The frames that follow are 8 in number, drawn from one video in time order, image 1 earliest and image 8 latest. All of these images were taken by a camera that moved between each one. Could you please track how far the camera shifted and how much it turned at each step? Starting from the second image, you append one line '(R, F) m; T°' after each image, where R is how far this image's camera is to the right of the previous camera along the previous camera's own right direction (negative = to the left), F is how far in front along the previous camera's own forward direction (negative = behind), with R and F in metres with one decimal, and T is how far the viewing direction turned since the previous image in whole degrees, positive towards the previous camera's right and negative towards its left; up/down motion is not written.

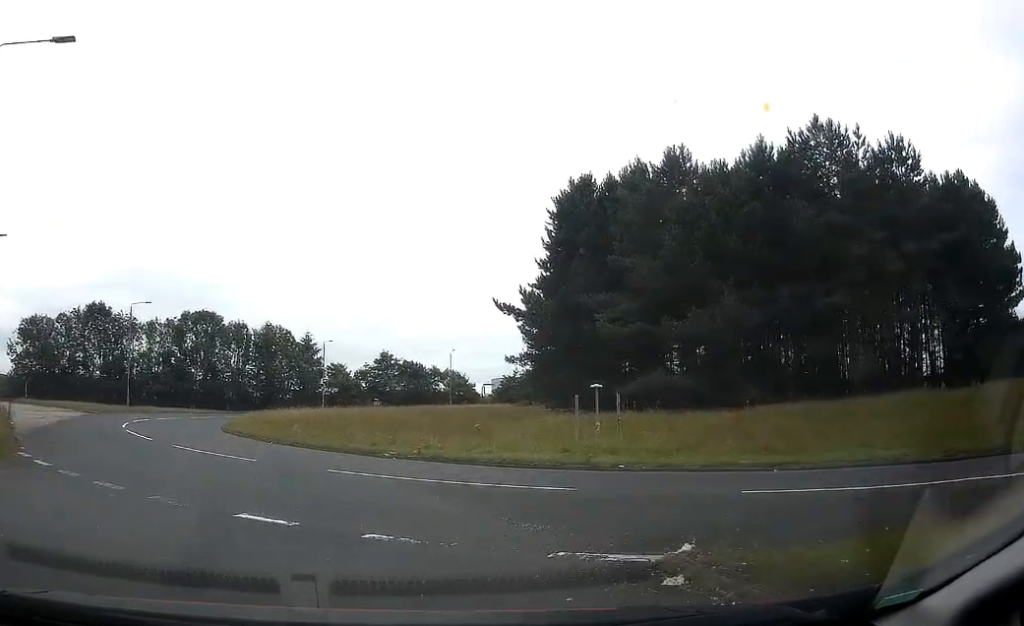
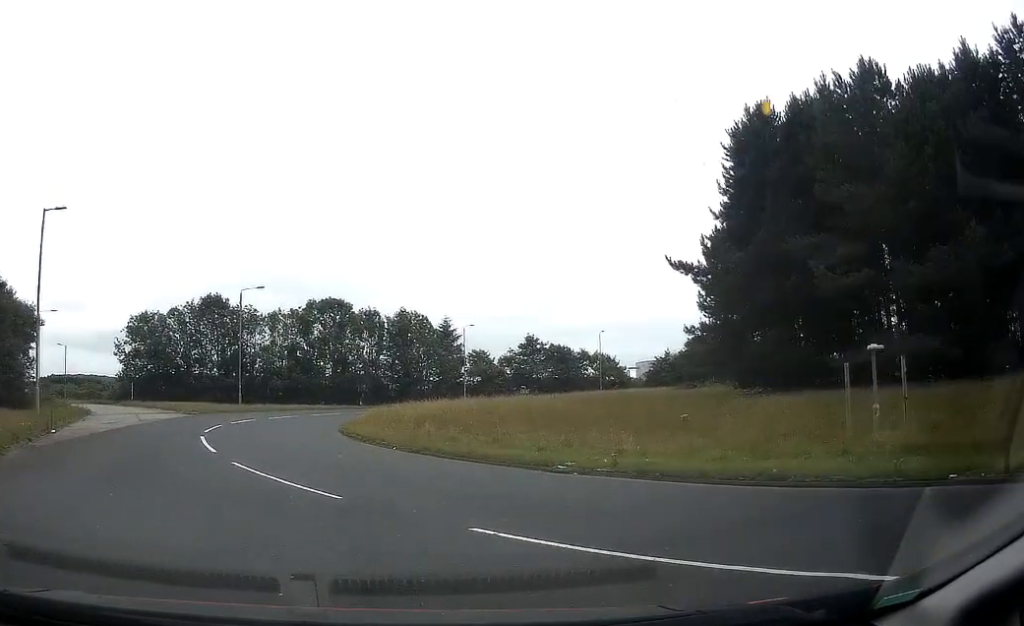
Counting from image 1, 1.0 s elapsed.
(-1.0, +8.1) m; -13°
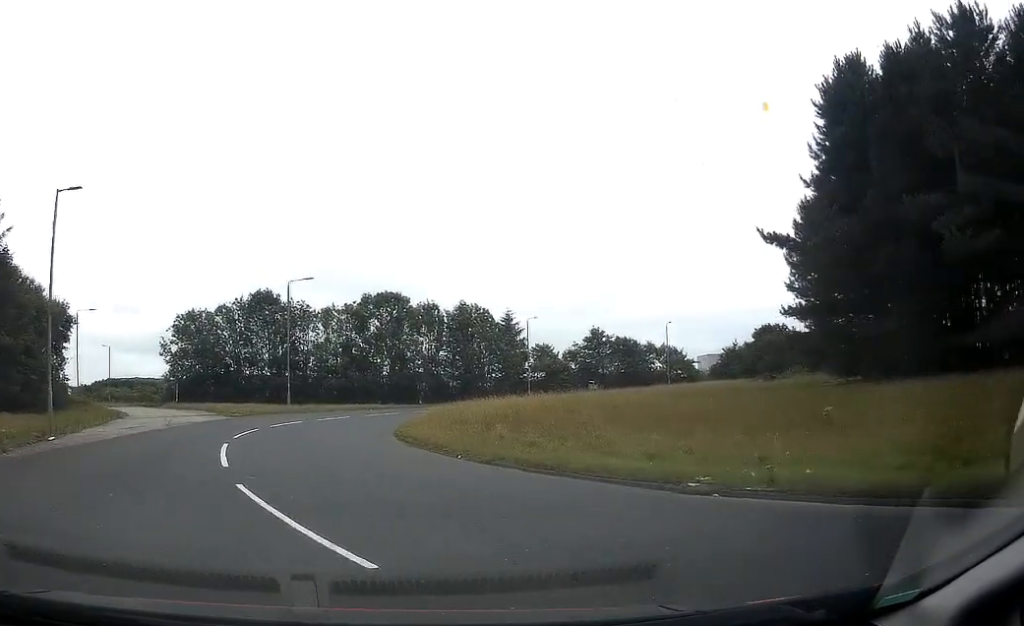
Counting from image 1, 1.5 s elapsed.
(-0.3, +4.3) m; -5°
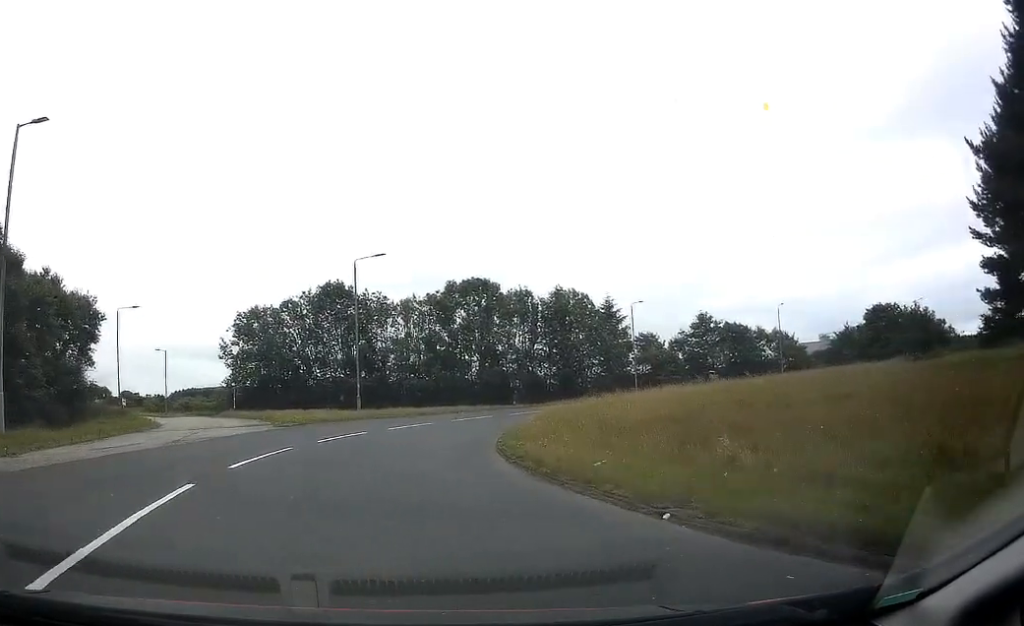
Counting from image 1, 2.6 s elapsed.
(-0.8, +9.5) m; -7°
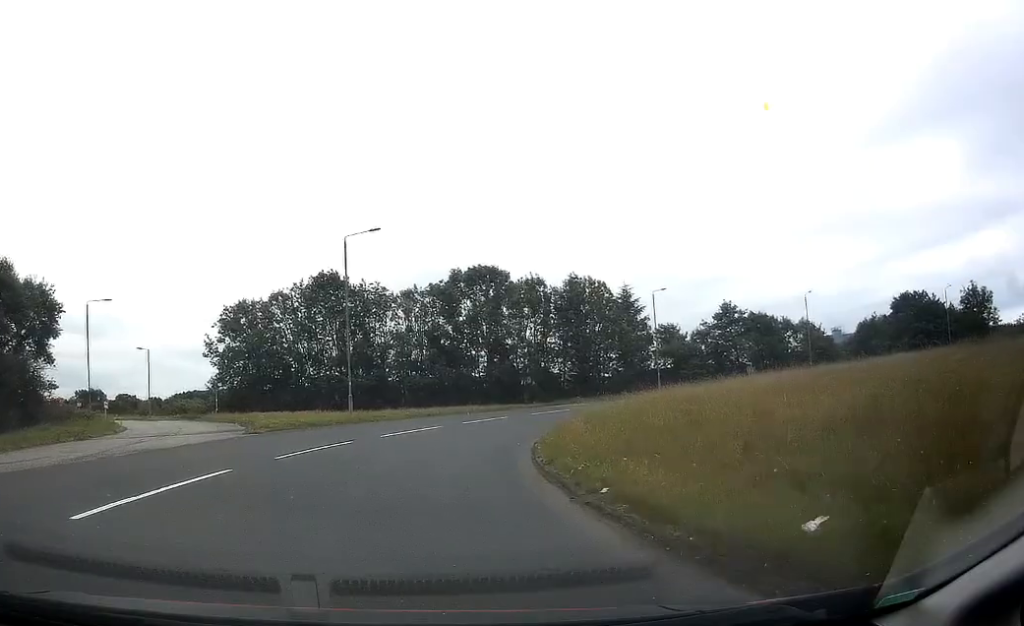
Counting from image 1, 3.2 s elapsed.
(-0.2, +6.7) m; -2°
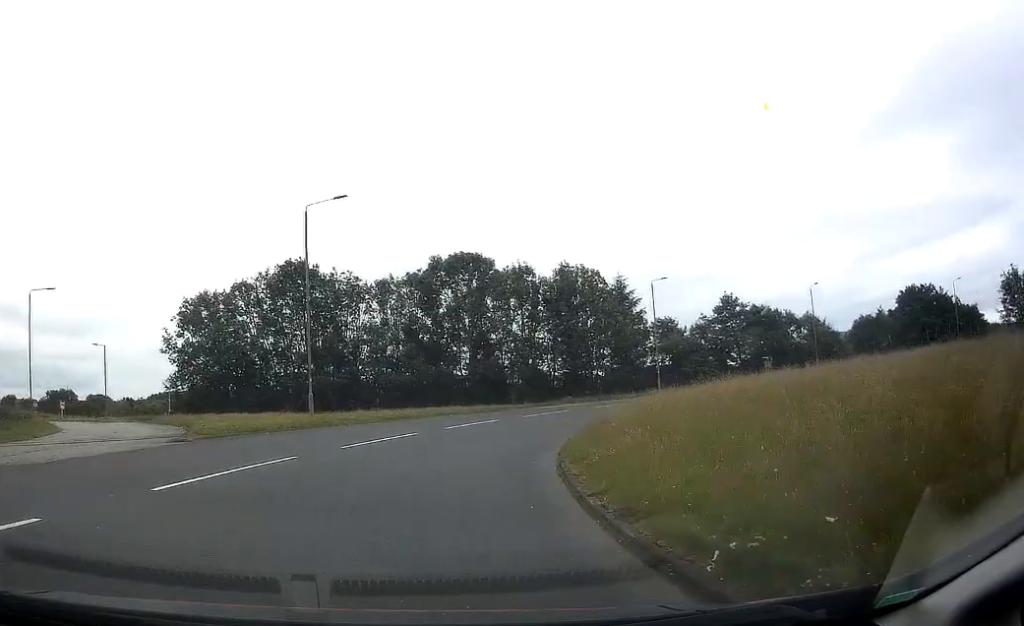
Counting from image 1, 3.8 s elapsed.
(-0.1, +6.2) m; 0°
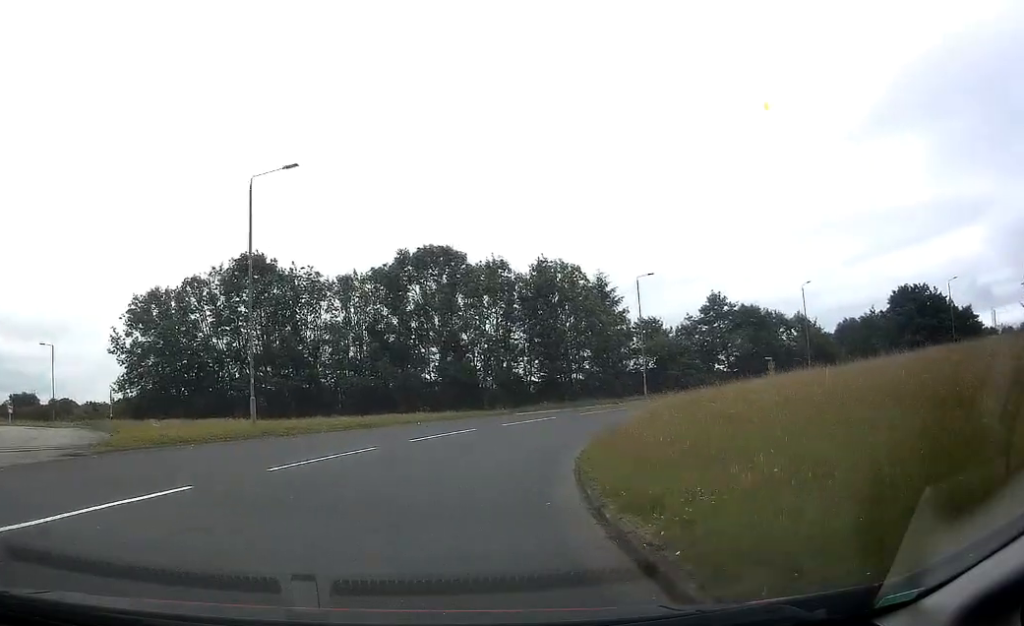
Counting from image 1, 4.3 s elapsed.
(+0.1, +5.0) m; +2°
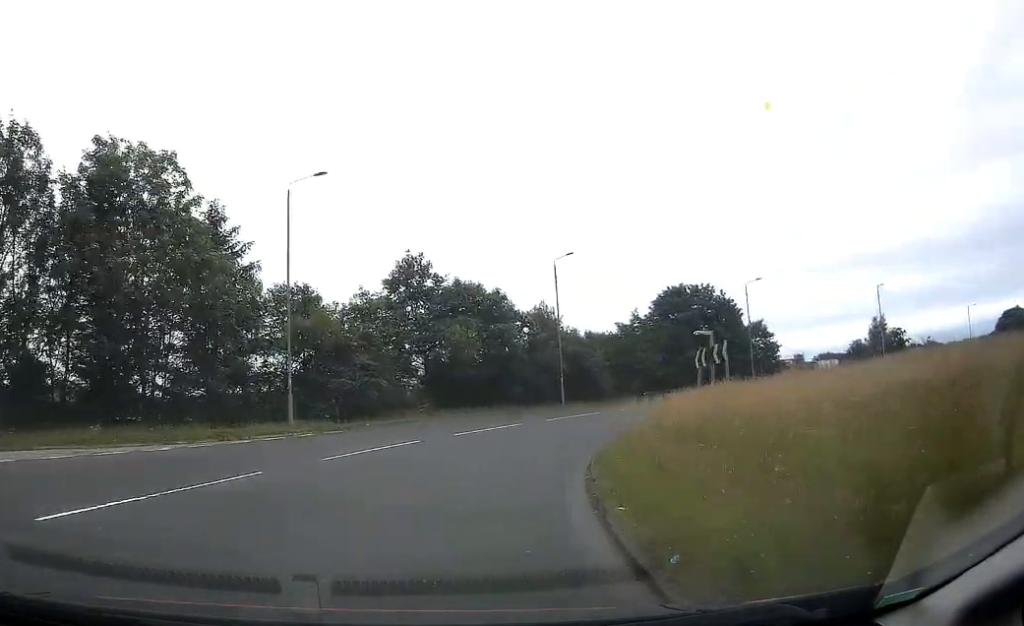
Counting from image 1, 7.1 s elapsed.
(+6.4, +29.0) m; +29°
